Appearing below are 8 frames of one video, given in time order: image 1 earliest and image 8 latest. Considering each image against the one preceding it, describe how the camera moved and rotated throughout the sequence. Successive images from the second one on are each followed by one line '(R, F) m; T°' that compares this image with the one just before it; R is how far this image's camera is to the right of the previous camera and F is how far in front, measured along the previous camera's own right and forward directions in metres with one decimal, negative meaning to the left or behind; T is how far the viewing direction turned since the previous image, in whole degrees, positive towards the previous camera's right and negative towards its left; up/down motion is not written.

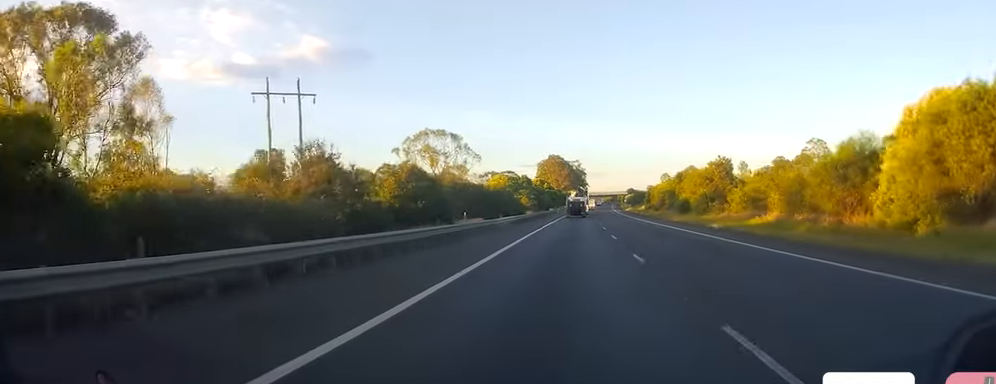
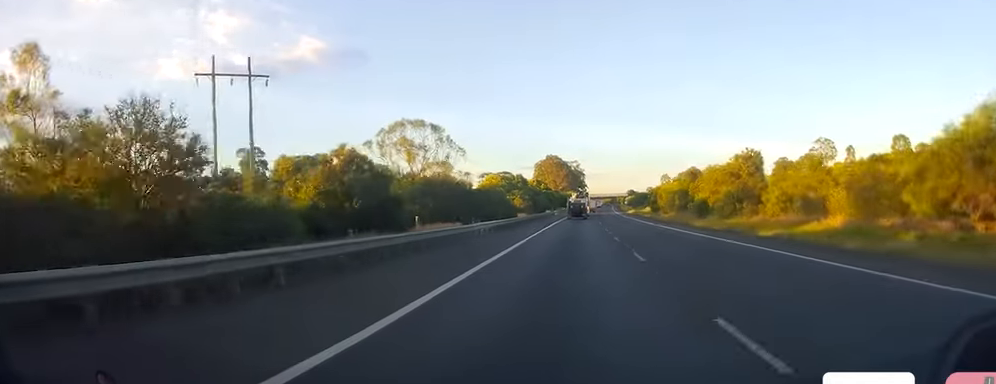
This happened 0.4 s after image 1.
(-0.3, +11.3) m; 0°
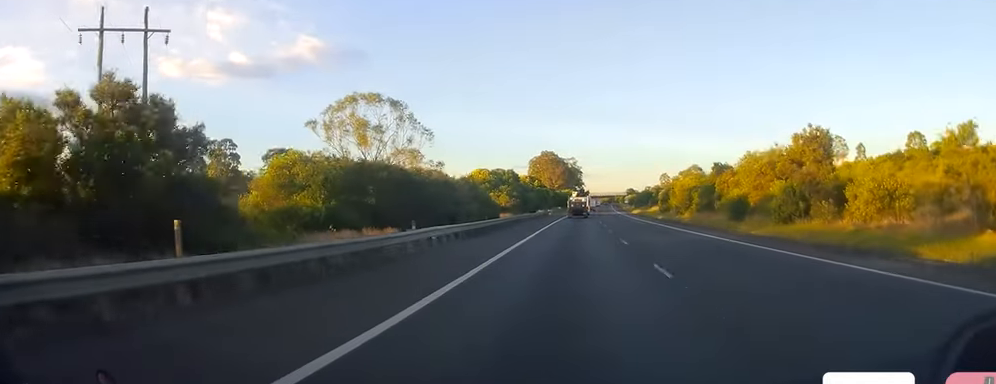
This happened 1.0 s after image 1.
(+0.4, +15.9) m; 0°
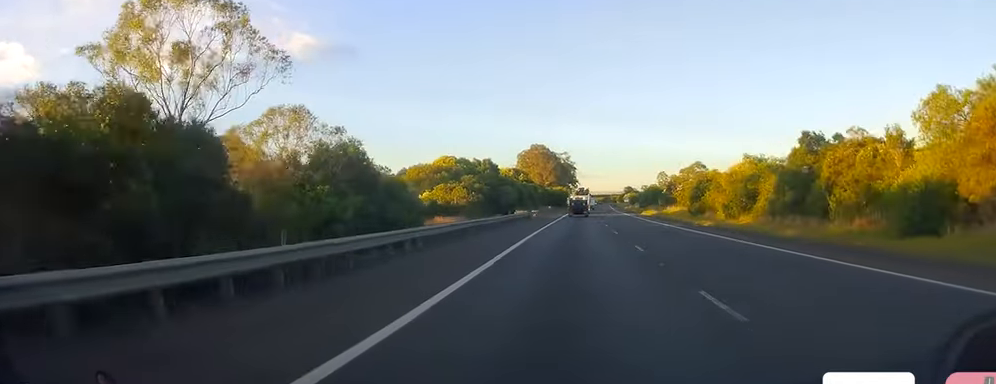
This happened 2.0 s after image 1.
(+0.2, +29.0) m; 0°
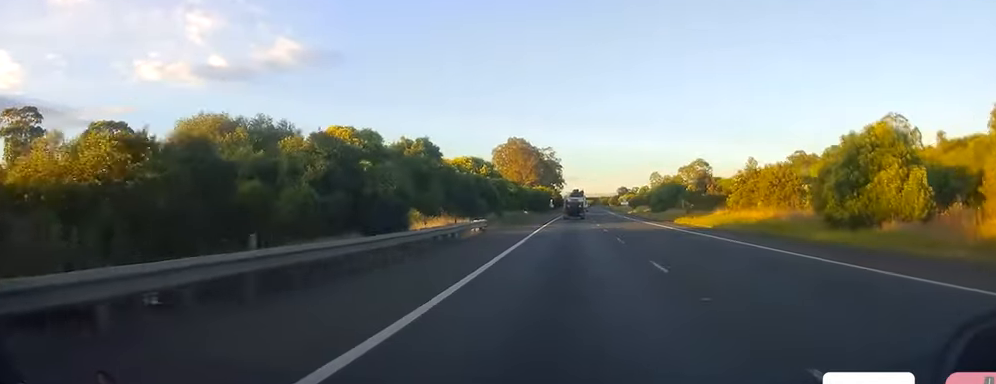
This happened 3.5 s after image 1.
(-0.2, +41.1) m; +2°
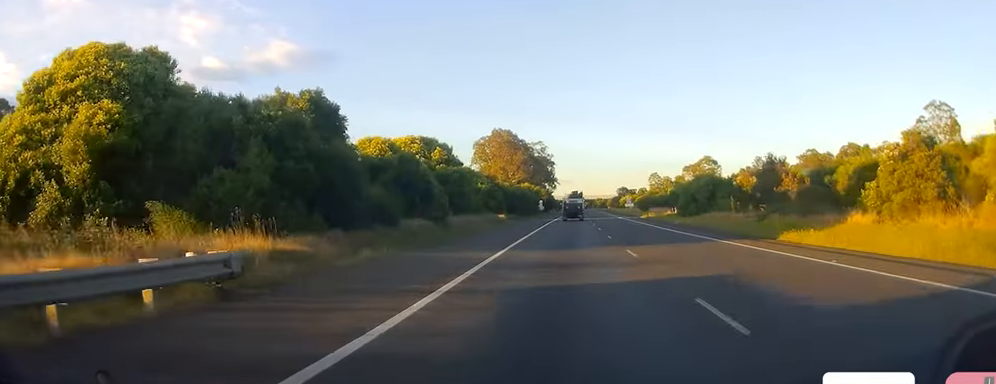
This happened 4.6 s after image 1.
(+0.8, +30.9) m; +1°
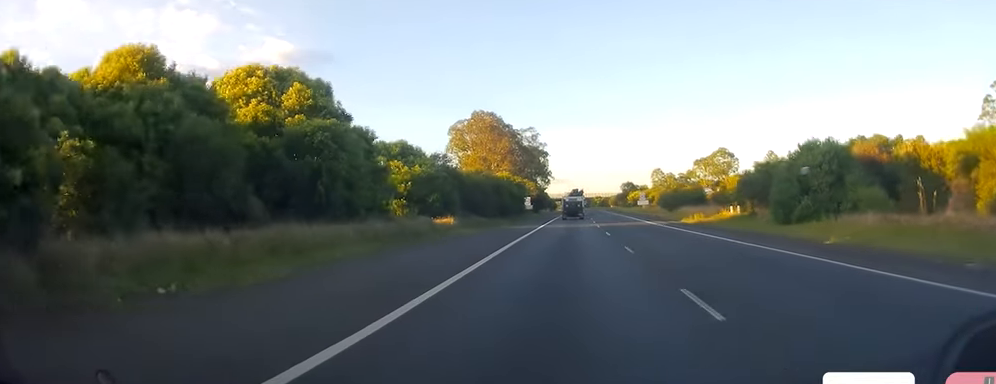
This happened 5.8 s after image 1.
(-0.6, +34.7) m; -1°
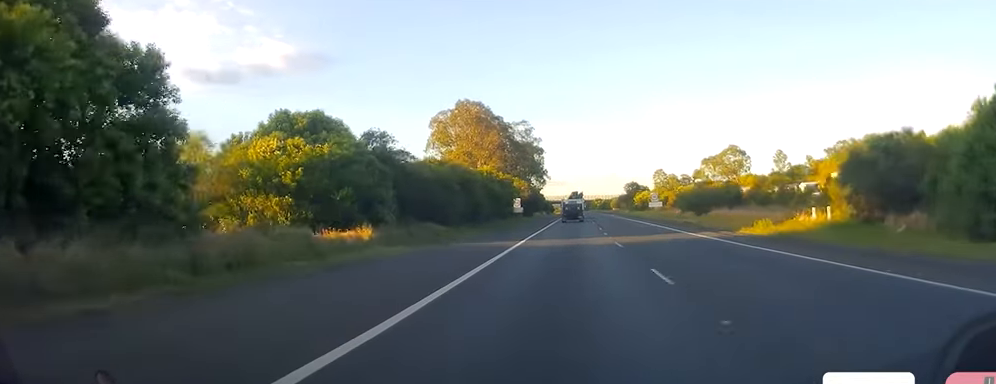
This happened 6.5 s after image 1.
(-0.3, +19.7) m; +1°
